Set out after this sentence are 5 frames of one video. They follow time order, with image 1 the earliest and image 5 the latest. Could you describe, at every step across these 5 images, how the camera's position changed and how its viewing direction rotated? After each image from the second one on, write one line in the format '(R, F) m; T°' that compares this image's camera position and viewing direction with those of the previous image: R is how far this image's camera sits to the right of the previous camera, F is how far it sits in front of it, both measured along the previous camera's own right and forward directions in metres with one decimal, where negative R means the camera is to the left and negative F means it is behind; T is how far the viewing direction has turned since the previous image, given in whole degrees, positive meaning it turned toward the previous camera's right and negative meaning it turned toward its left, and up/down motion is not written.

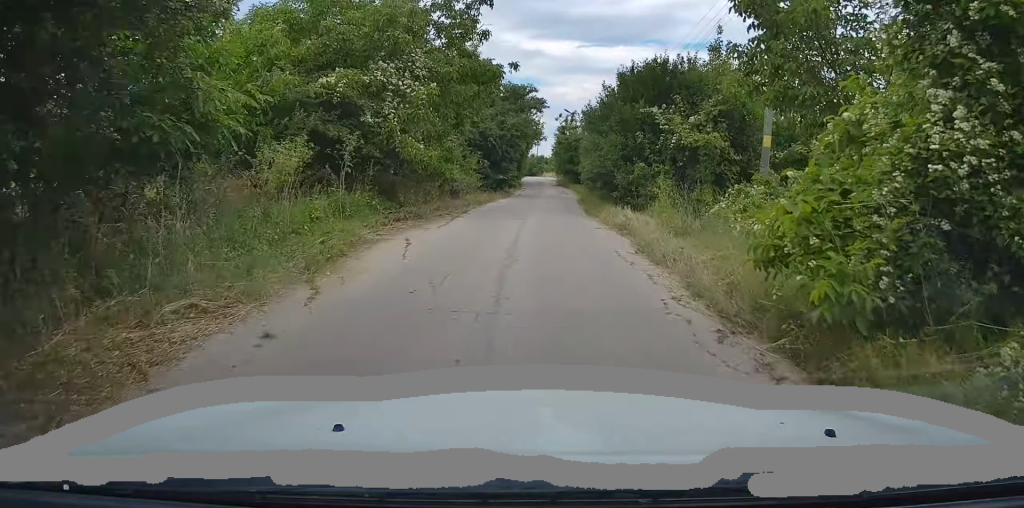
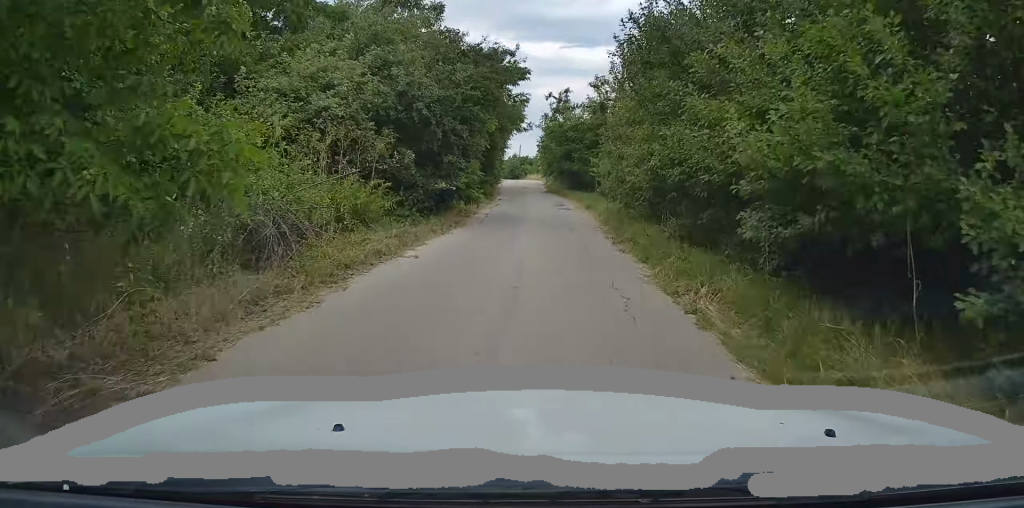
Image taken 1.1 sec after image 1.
(+0.4, +14.7) m; +2°
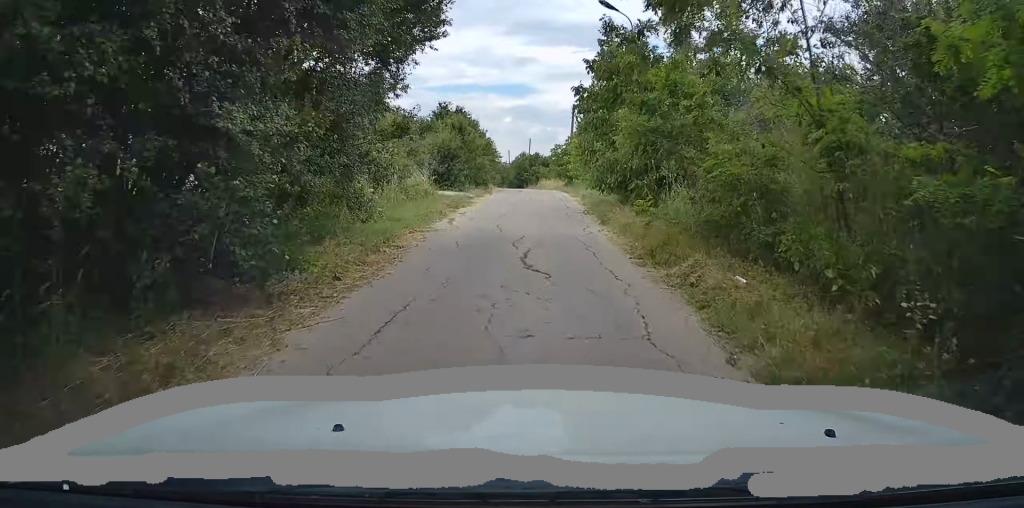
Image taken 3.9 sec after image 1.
(0.0, +37.4) m; 0°
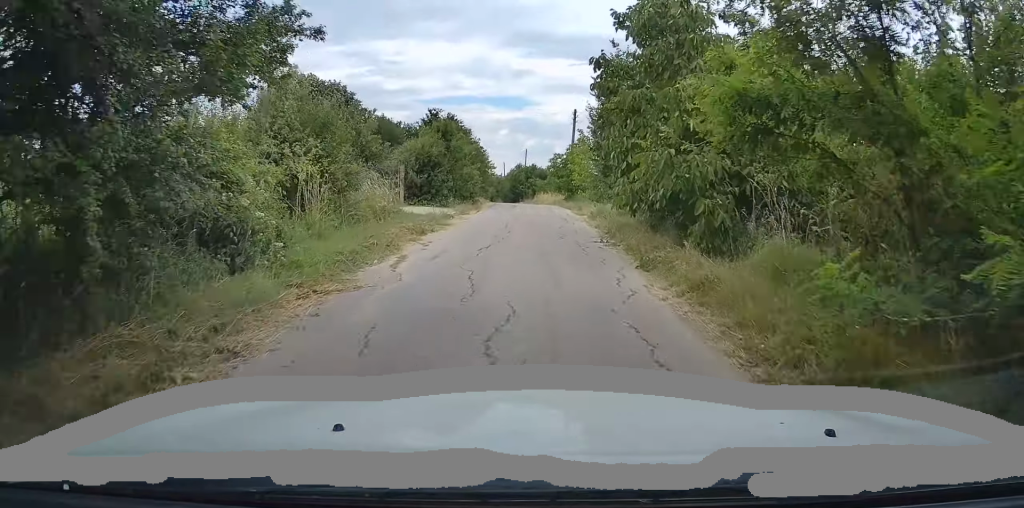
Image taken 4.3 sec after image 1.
(0.0, +5.8) m; 0°
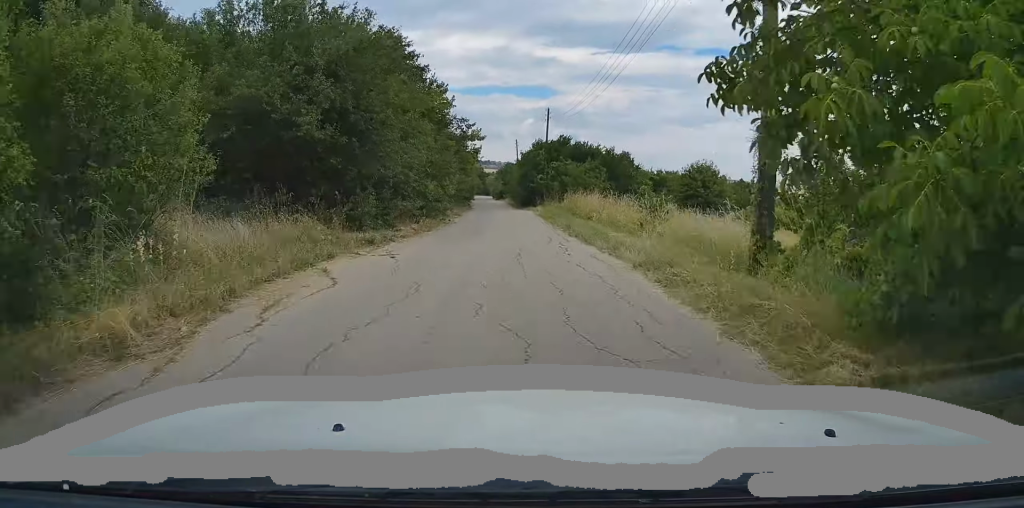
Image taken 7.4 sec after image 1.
(+0.2, +41.3) m; -2°
